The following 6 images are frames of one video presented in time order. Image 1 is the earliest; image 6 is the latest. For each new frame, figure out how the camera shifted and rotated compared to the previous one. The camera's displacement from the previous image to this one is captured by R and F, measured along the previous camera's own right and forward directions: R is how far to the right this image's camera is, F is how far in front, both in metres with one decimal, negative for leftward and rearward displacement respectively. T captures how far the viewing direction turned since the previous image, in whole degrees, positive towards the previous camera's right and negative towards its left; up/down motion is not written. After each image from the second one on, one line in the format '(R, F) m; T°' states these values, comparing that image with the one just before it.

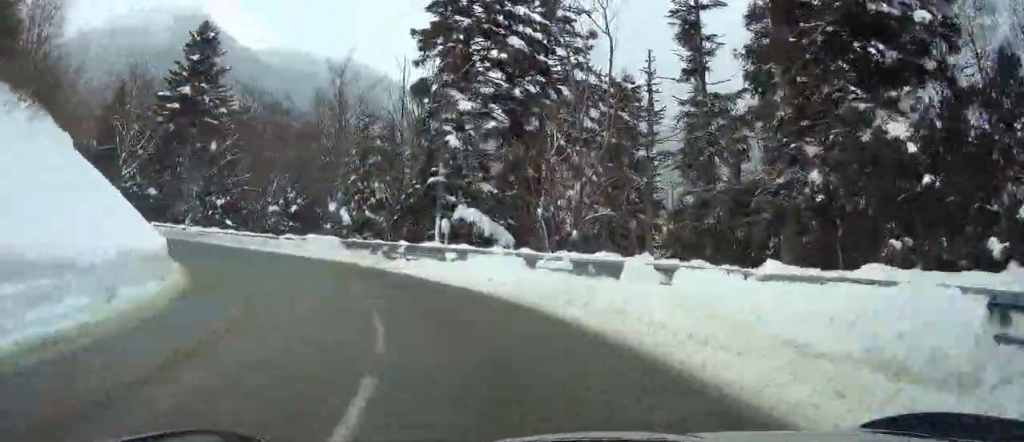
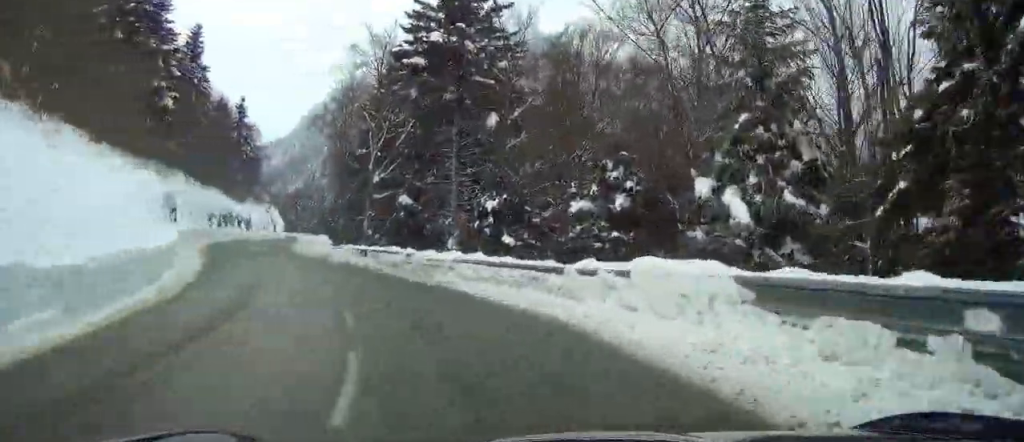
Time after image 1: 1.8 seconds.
(-2.8, +19.3) m; -31°
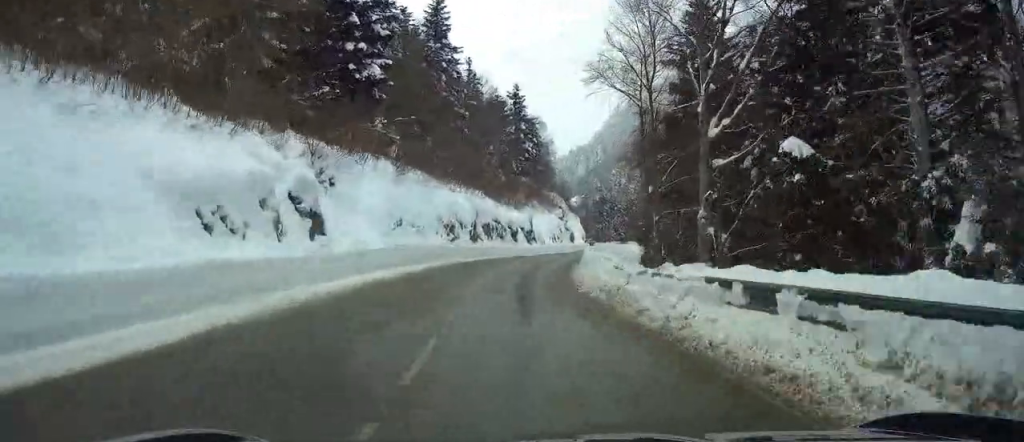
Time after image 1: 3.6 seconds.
(-5.3, +19.7) m; -16°
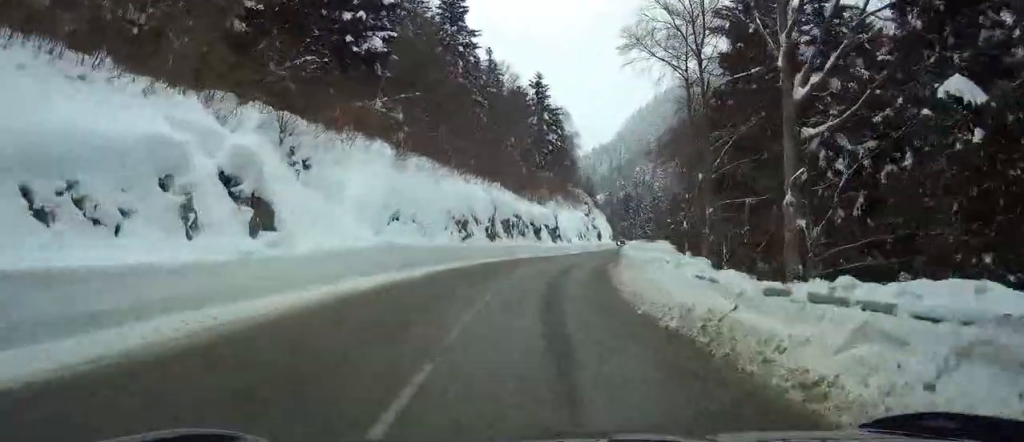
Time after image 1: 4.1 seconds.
(0.0, +6.6) m; -3°
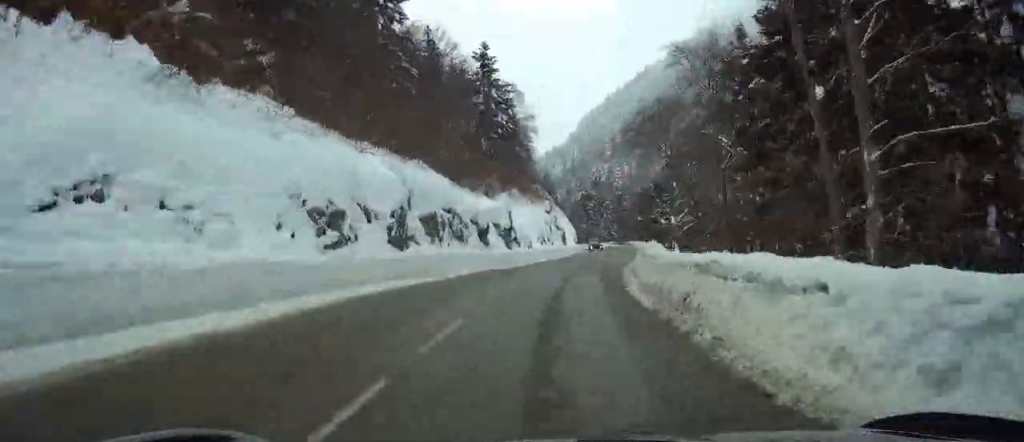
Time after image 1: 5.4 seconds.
(-1.2, +17.5) m; -4°
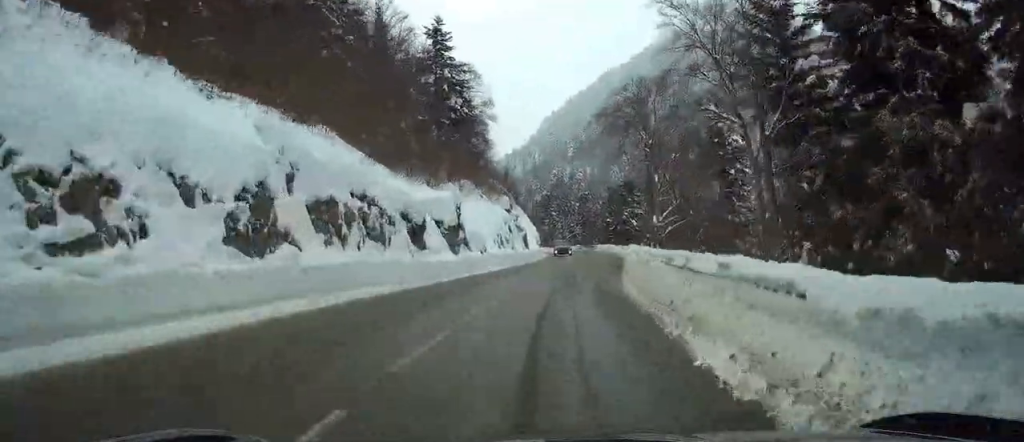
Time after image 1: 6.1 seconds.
(+0.2, +9.8) m; +1°
